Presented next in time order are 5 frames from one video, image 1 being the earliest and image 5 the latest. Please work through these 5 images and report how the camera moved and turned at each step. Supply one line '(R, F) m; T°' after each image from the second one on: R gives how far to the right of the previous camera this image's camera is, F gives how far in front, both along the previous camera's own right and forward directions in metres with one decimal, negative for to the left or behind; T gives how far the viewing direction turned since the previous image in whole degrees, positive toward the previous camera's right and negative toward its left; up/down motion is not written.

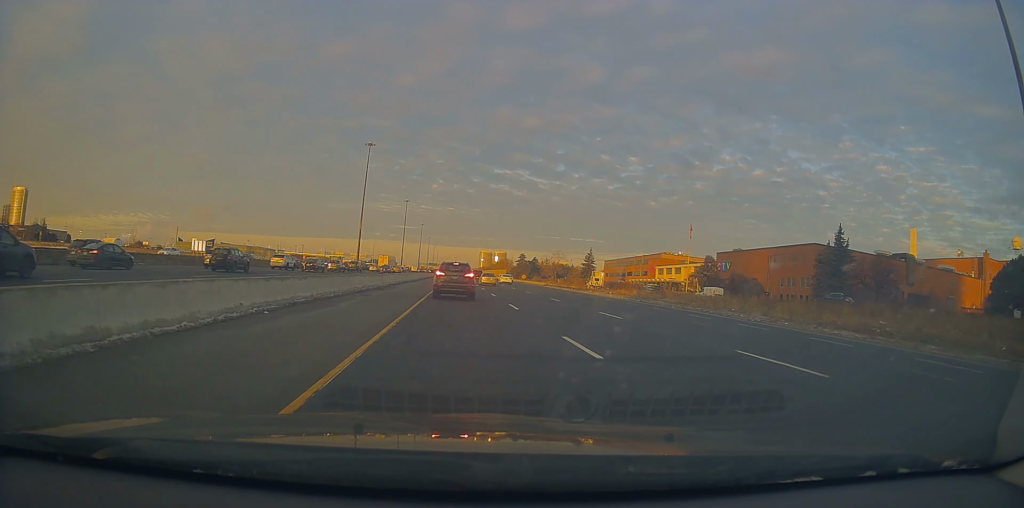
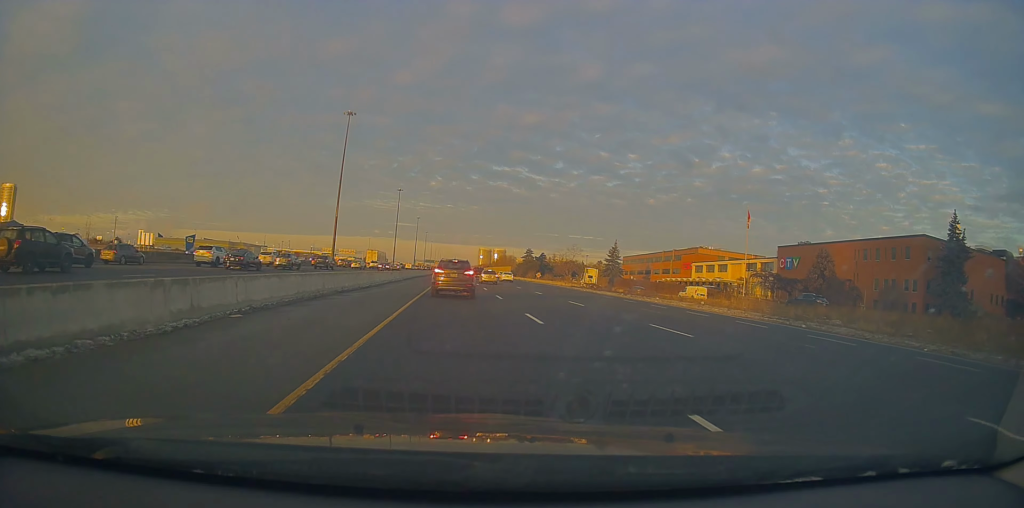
(0.0, +31.5) m; -1°
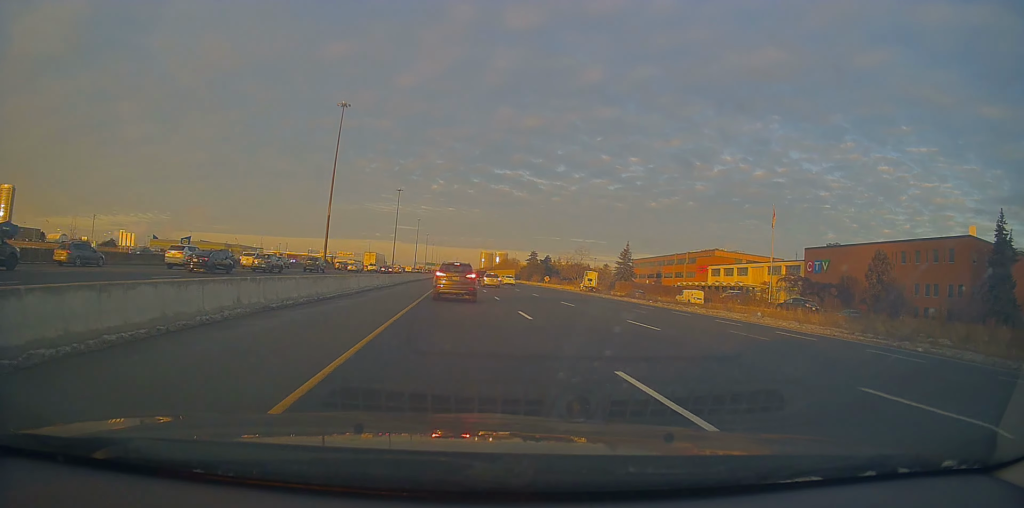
(-0.1, +9.6) m; 0°
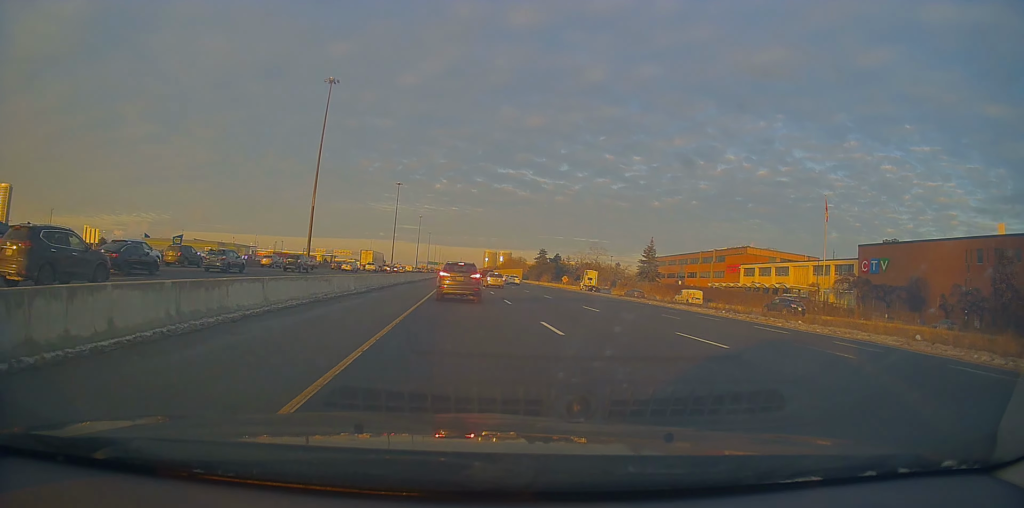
(+0.1, +15.9) m; +1°
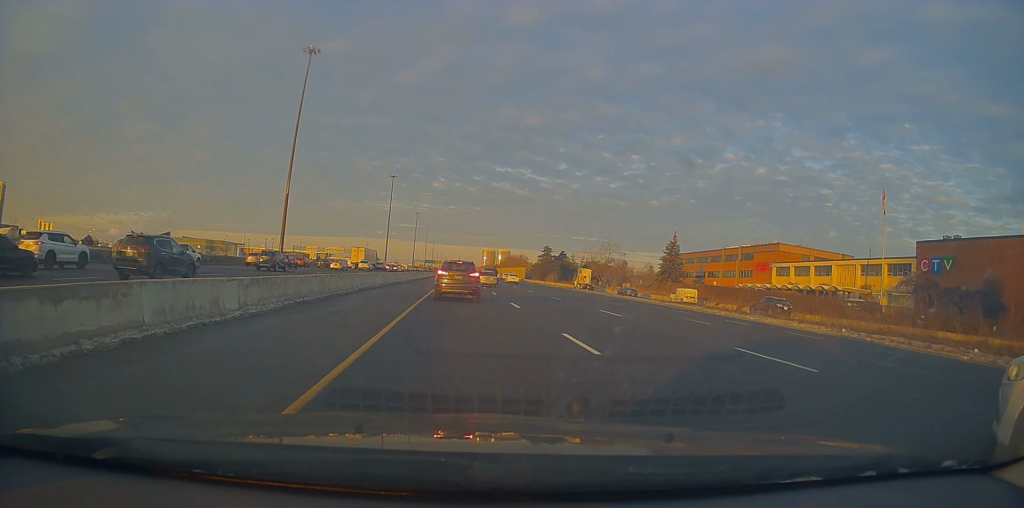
(+0.2, +15.2) m; 0°
